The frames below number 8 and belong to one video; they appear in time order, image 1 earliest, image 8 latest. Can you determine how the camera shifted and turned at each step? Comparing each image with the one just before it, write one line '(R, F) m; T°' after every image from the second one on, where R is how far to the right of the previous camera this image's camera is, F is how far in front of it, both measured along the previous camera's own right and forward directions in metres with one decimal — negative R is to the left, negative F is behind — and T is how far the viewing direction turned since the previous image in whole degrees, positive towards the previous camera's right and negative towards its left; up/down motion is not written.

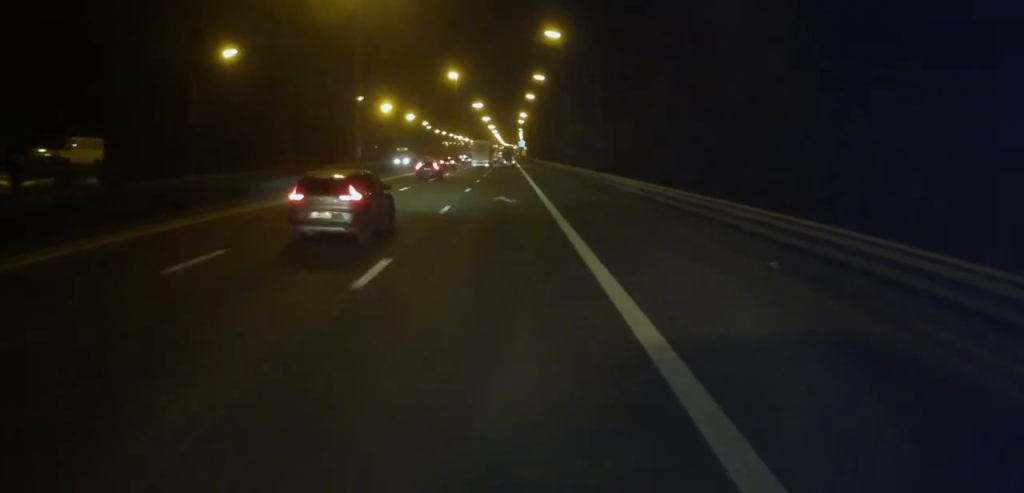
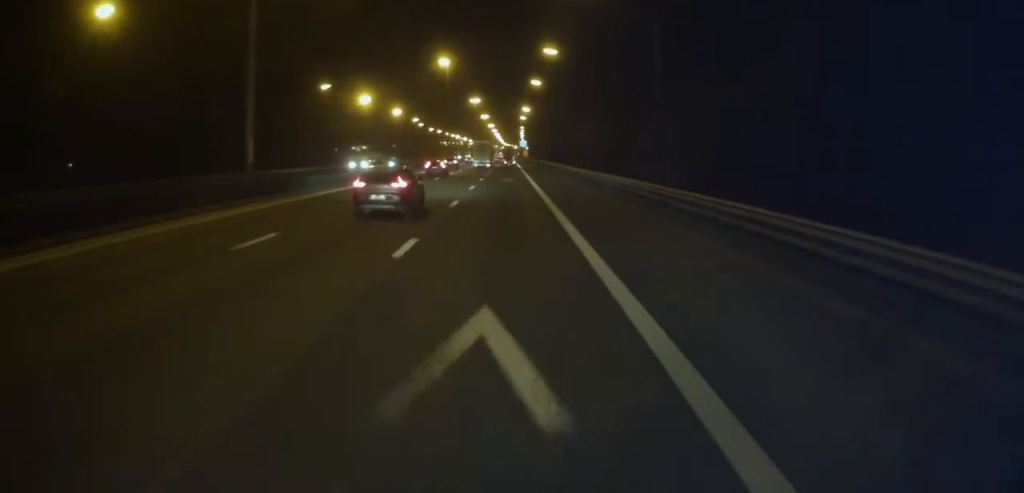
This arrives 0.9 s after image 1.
(-0.1, +22.0) m; 0°
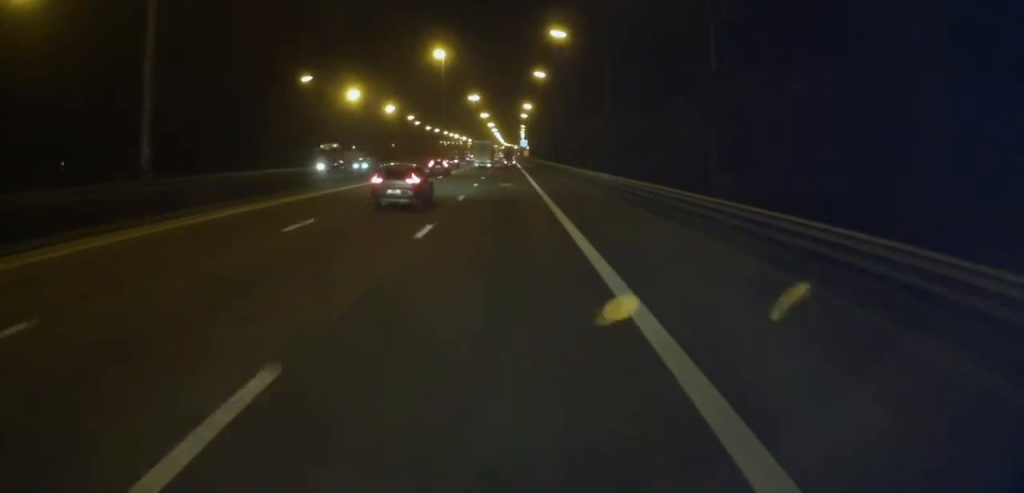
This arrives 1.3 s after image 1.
(-0.2, +9.4) m; 0°
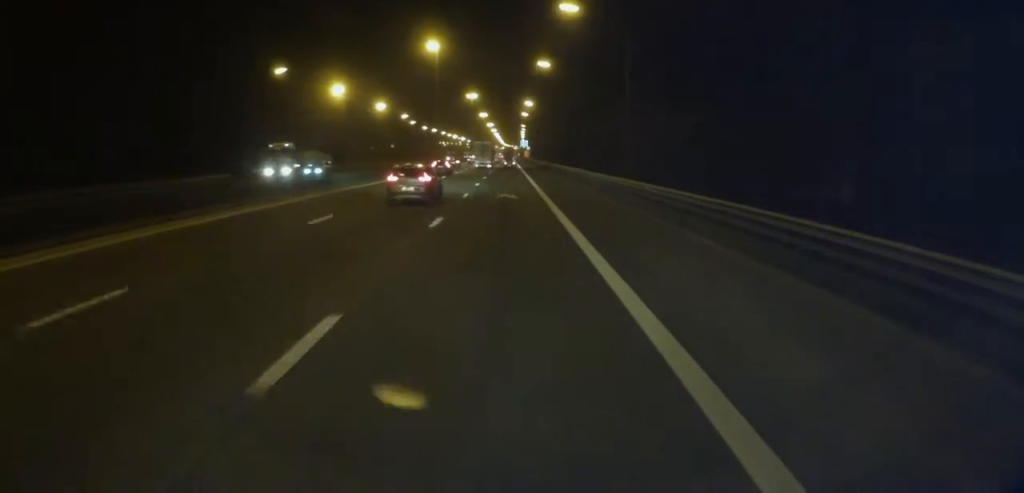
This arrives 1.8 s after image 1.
(0.0, +10.2) m; 0°
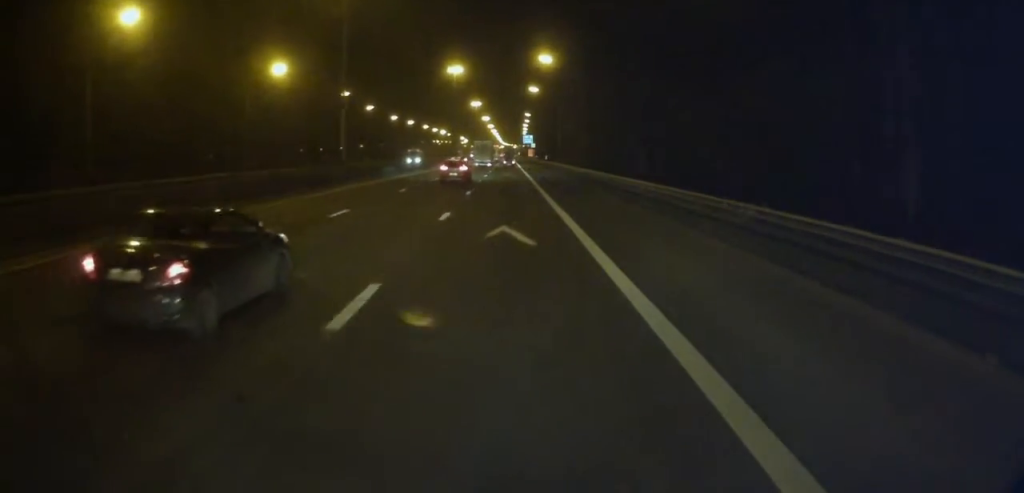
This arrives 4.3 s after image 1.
(+0.2, +60.4) m; +1°
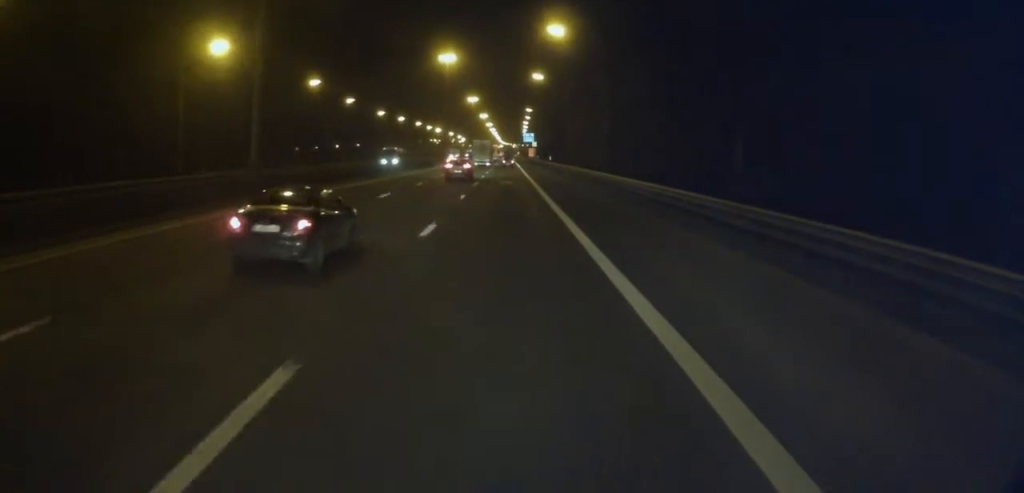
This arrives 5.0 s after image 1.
(0.0, +16.4) m; 0°
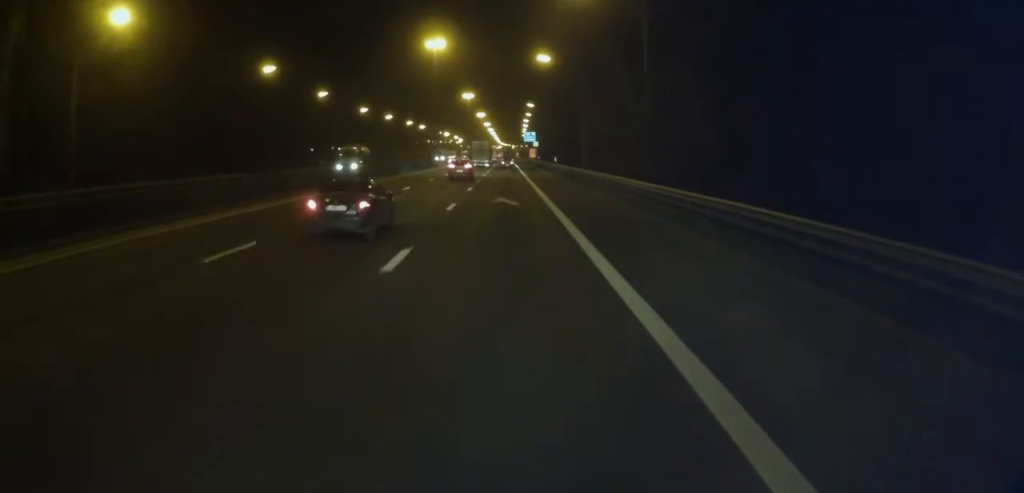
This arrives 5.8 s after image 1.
(-0.1, +17.2) m; 0°
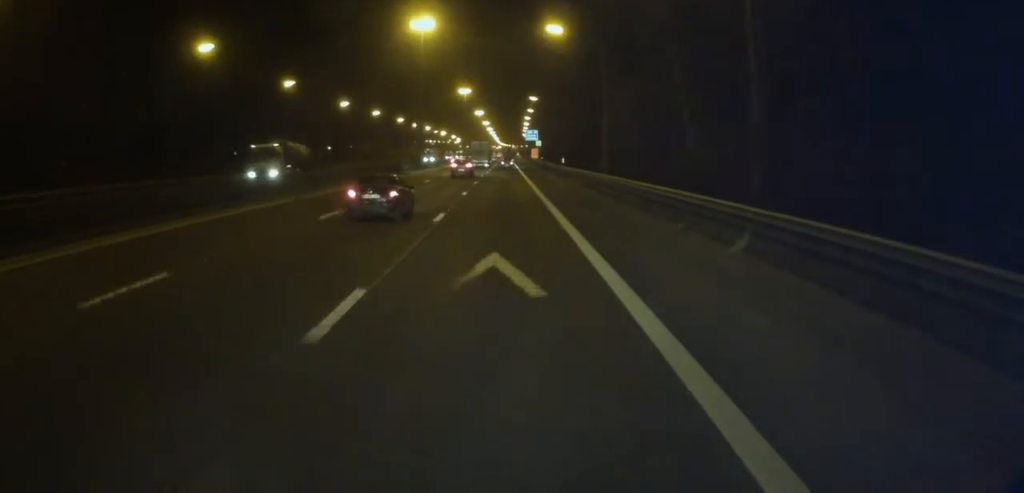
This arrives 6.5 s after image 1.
(-0.3, +16.5) m; 0°
